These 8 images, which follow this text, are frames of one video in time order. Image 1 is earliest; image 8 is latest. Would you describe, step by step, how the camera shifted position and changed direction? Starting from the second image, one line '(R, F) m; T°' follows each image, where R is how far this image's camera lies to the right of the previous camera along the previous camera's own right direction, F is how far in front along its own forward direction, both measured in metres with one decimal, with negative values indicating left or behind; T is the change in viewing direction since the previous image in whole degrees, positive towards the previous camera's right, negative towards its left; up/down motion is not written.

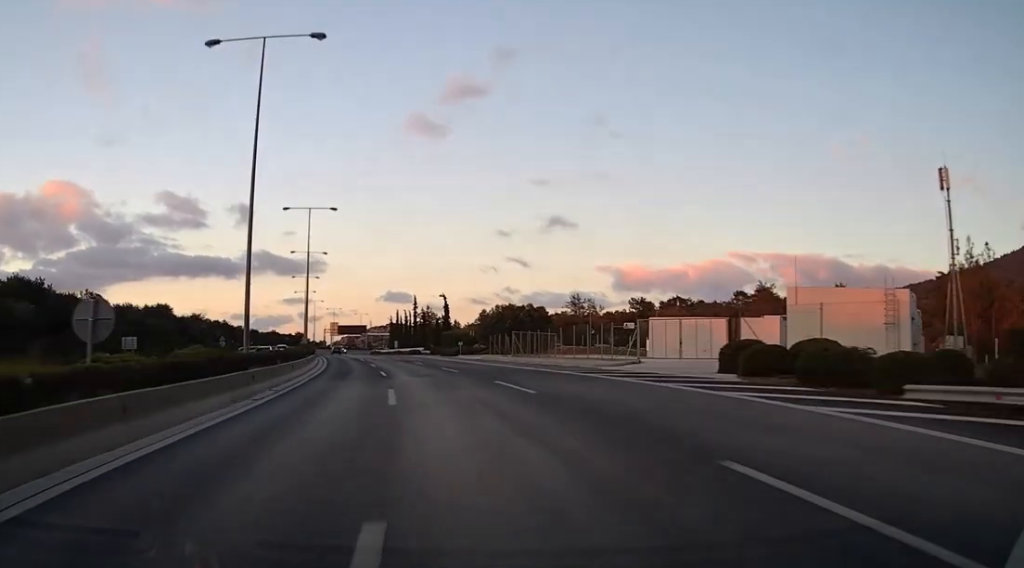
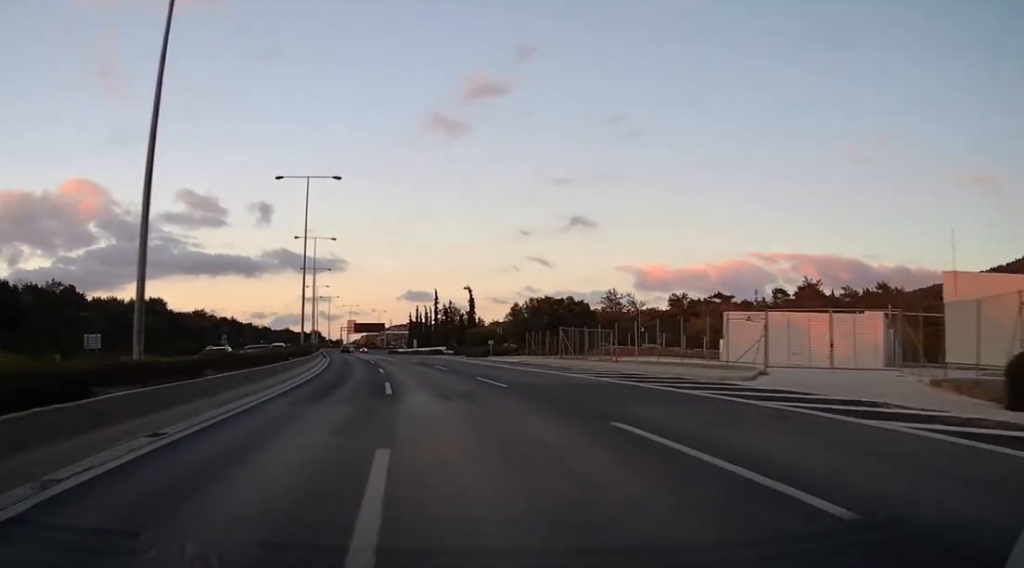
(+0.3, +15.5) m; +1°
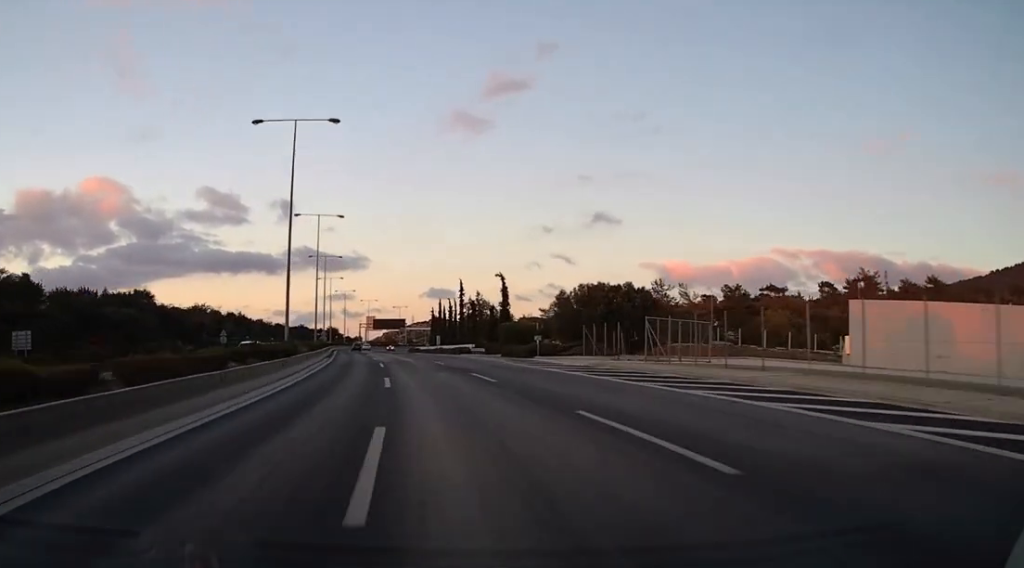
(+0.1, +16.7) m; -1°
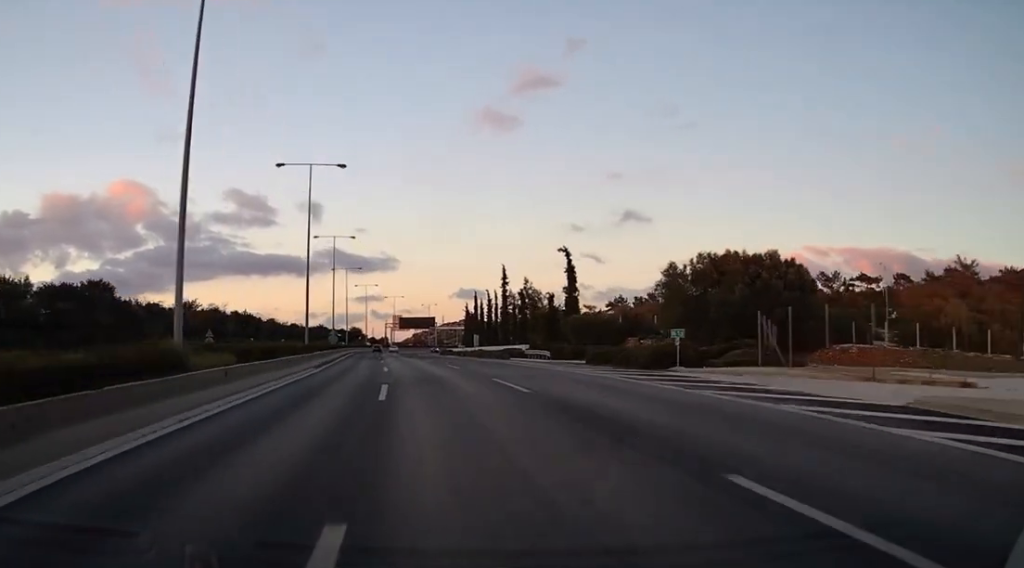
(-0.1, +26.6) m; -1°
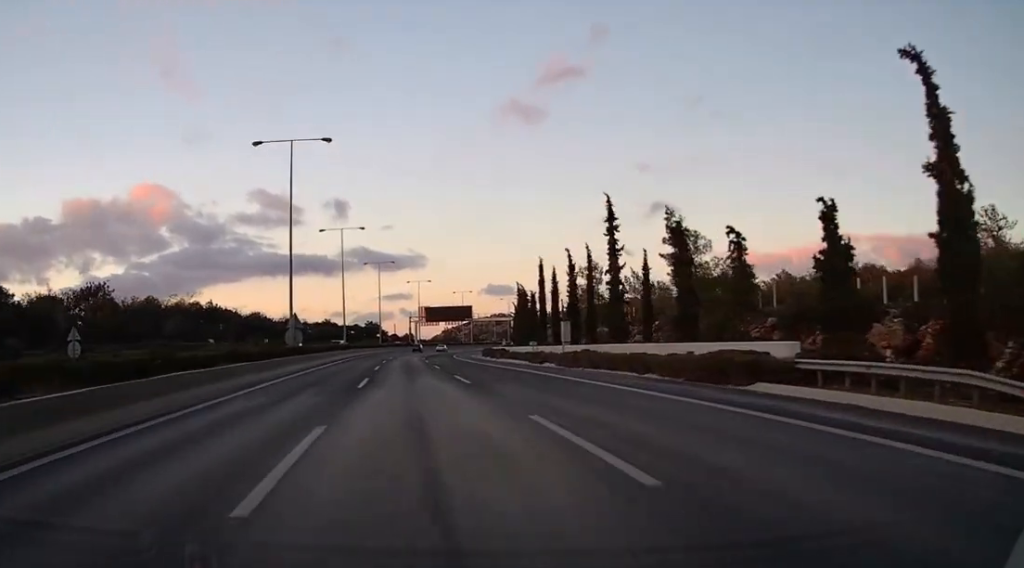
(-0.8, +51.2) m; -1°
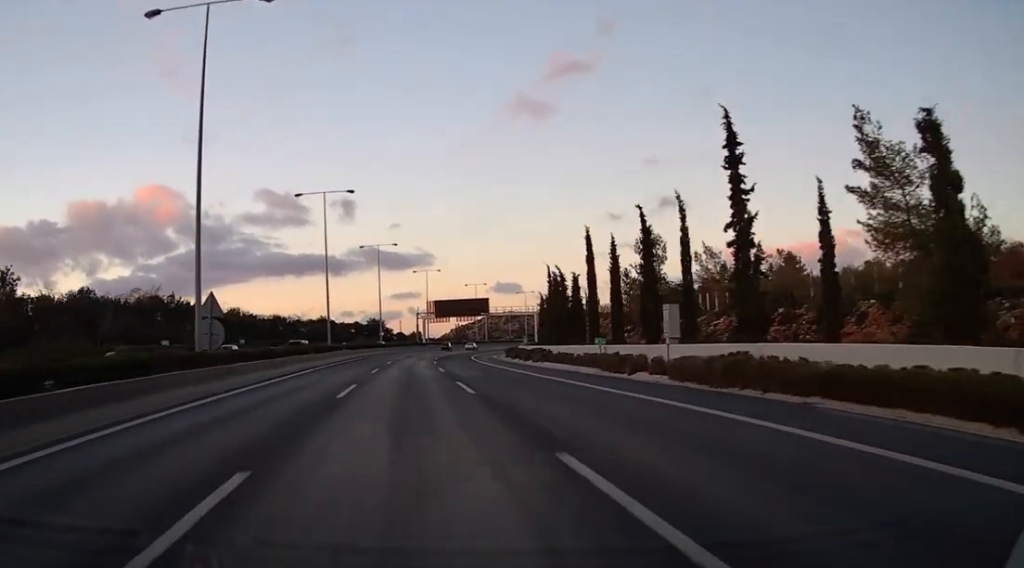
(-0.1, +23.3) m; -1°
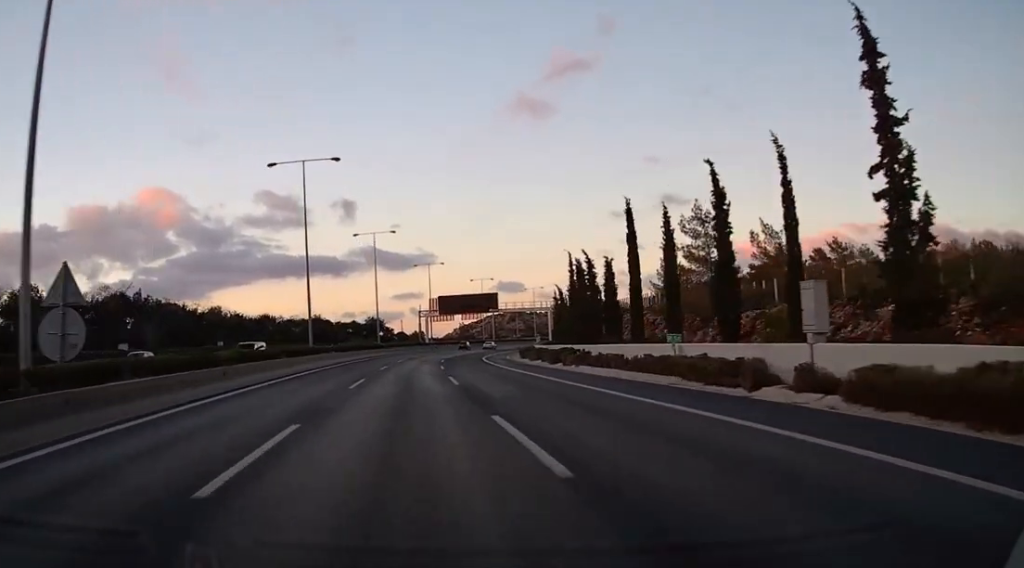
(0.0, +13.7) m; 0°
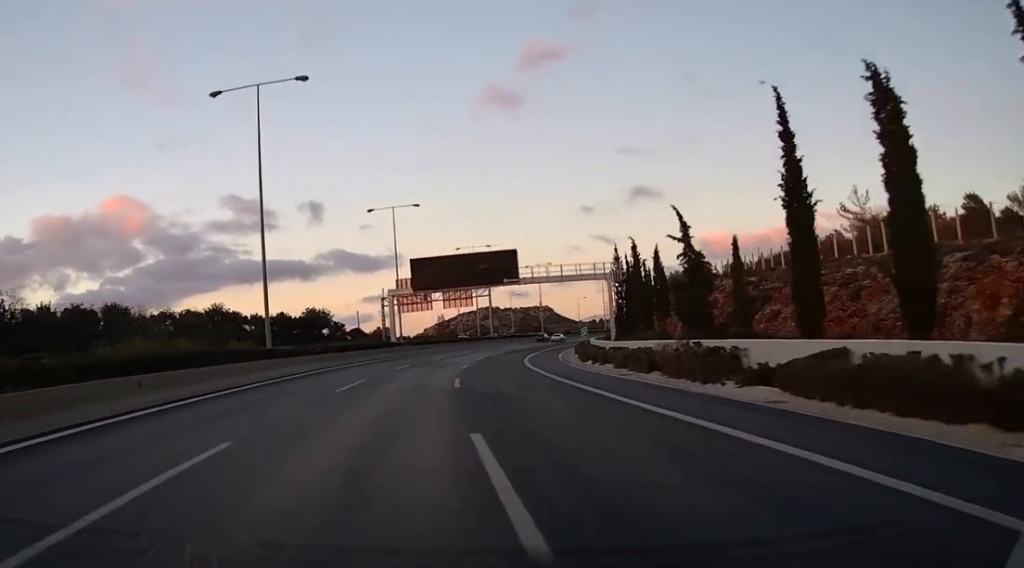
(+0.2, +58.9) m; +2°
